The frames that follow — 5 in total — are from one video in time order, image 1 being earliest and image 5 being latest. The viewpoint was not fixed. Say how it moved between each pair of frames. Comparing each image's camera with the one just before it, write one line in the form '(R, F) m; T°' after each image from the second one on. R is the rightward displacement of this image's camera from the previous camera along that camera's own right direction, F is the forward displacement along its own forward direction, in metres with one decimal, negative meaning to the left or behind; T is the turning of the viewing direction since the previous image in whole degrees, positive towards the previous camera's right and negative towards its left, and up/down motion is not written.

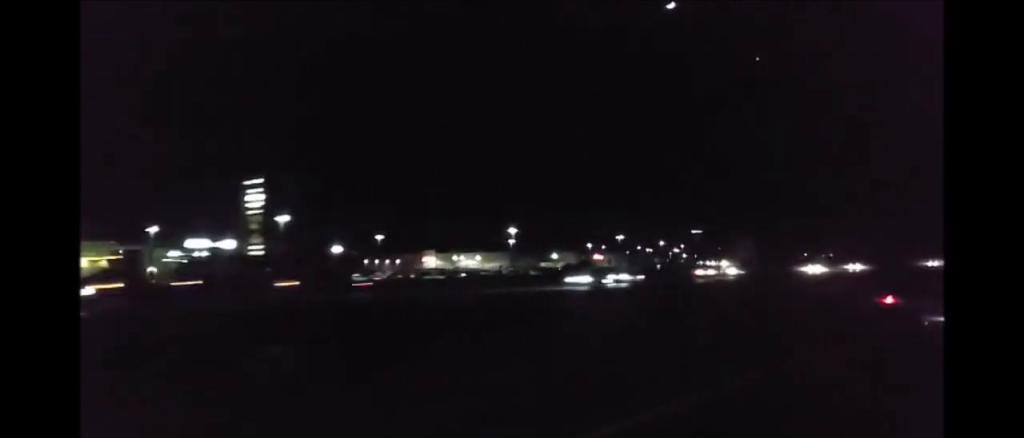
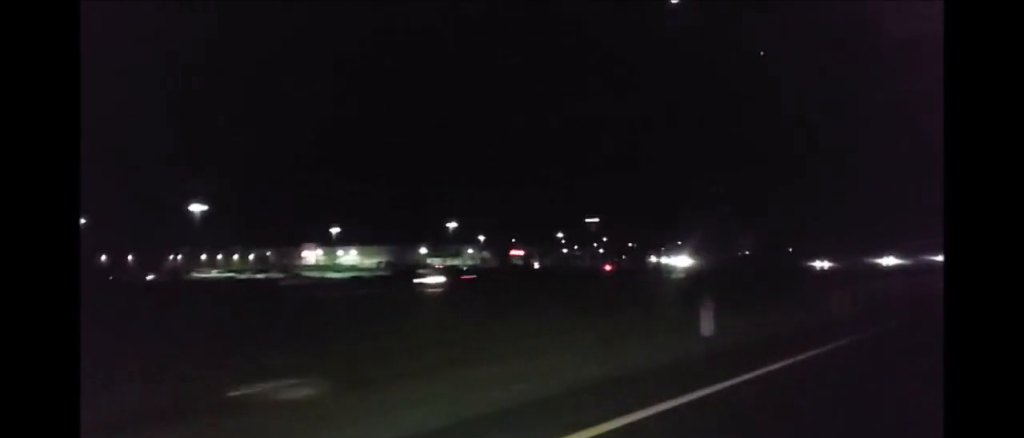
(0.0, +72.1) m; 0°
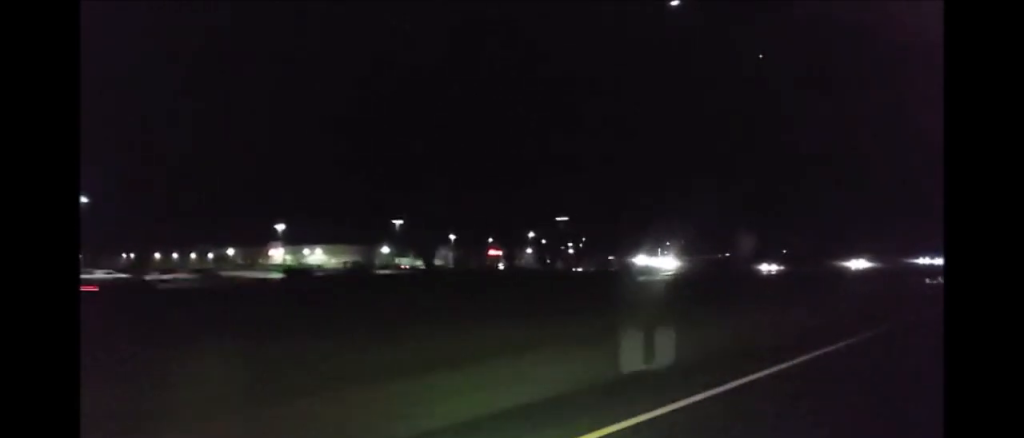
(0.0, +13.9) m; 0°
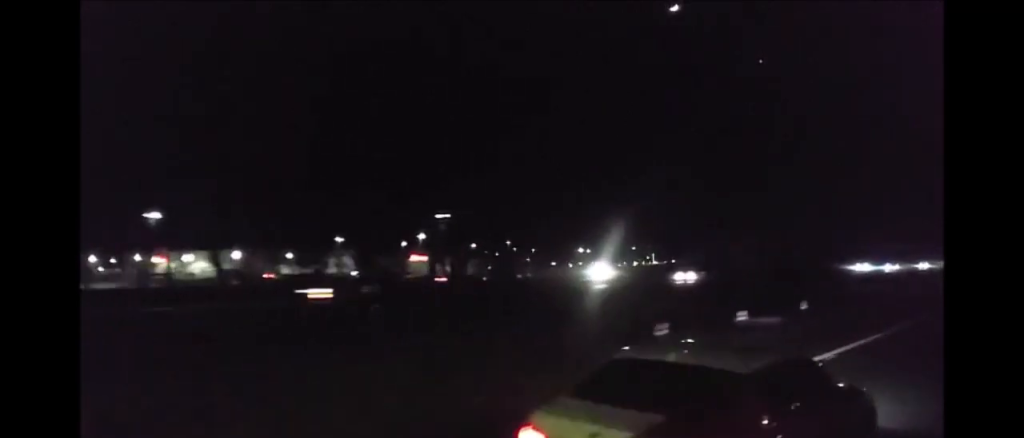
(0.0, +46.1) m; 0°
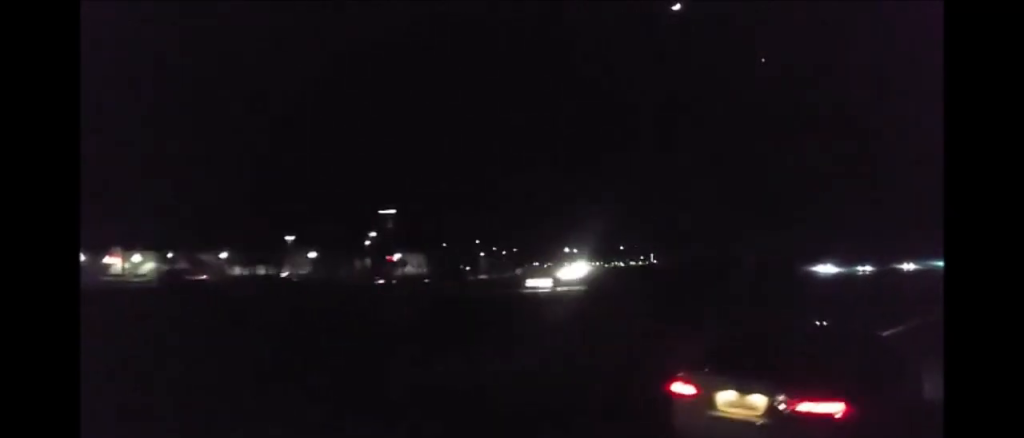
(0.0, +16.5) m; 0°
